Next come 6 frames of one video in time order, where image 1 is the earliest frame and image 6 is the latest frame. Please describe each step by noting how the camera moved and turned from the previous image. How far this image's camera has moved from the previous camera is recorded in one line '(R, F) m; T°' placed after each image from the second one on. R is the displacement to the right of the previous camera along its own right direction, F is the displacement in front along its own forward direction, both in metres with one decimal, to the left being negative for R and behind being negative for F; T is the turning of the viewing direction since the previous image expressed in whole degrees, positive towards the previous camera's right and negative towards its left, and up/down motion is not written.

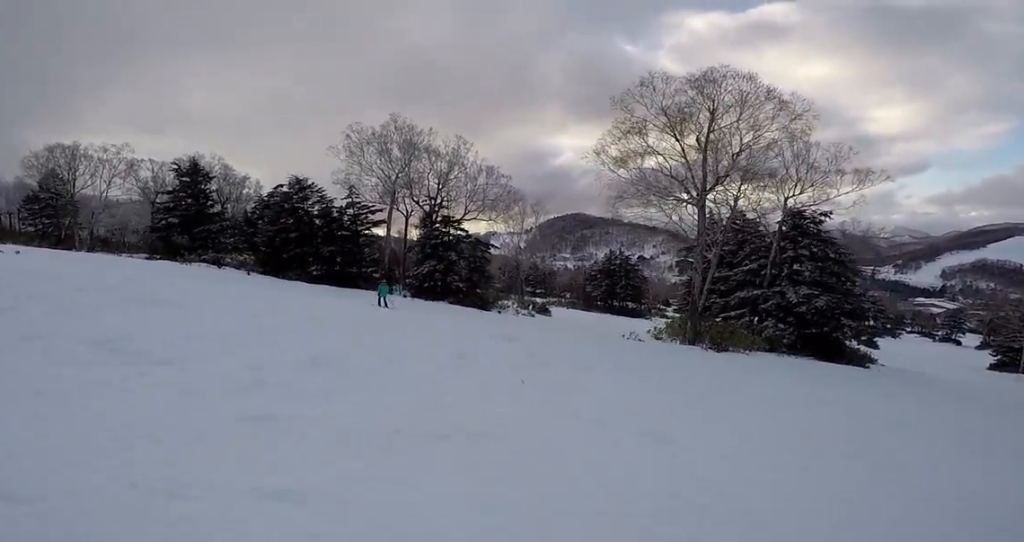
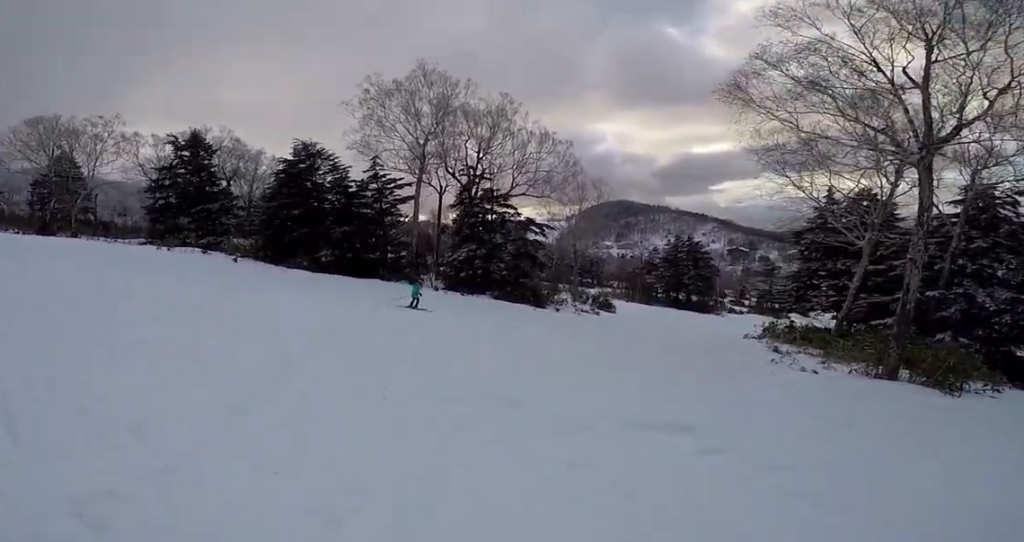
(+0.6, +7.9) m; -17°
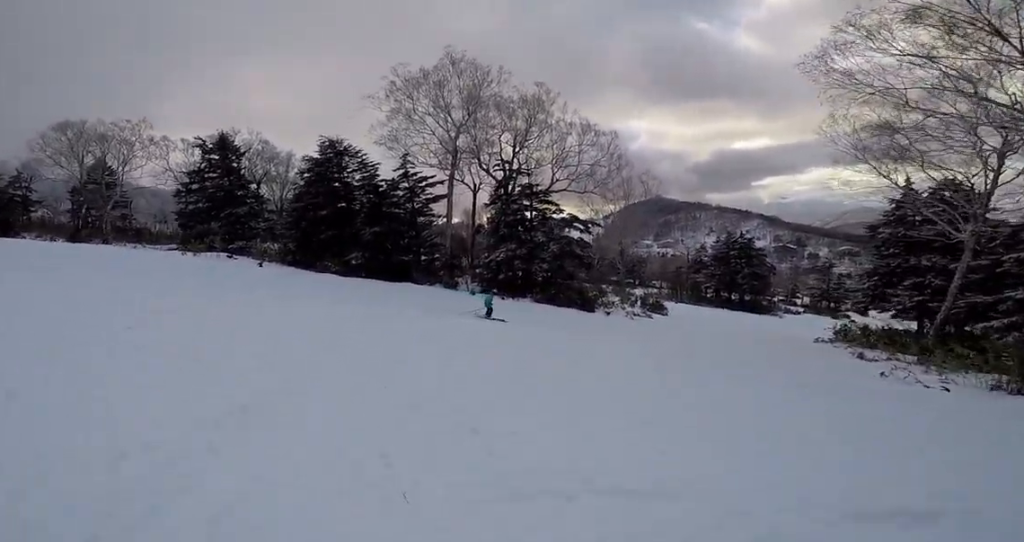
(-0.3, +2.0) m; +2°
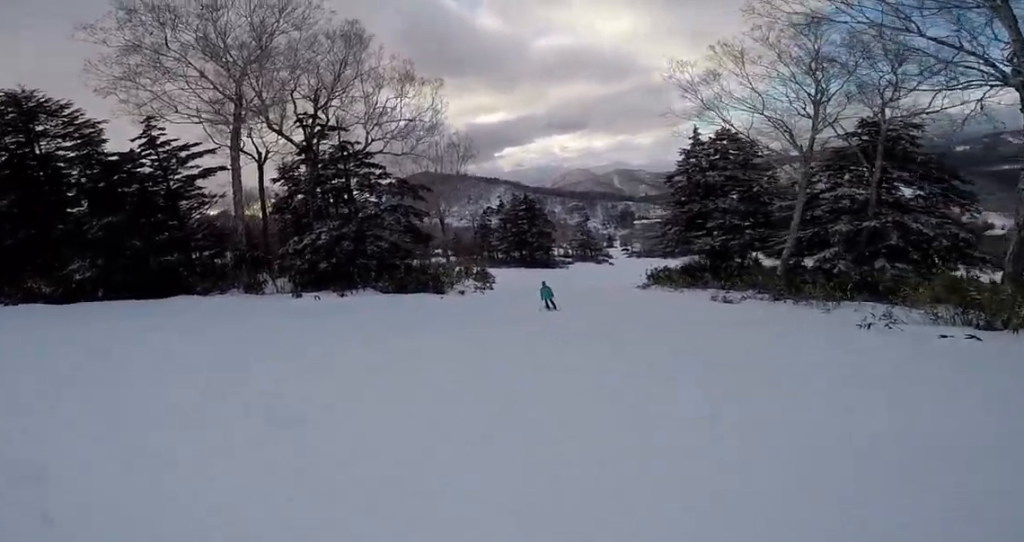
(+0.1, +8.2) m; -3°
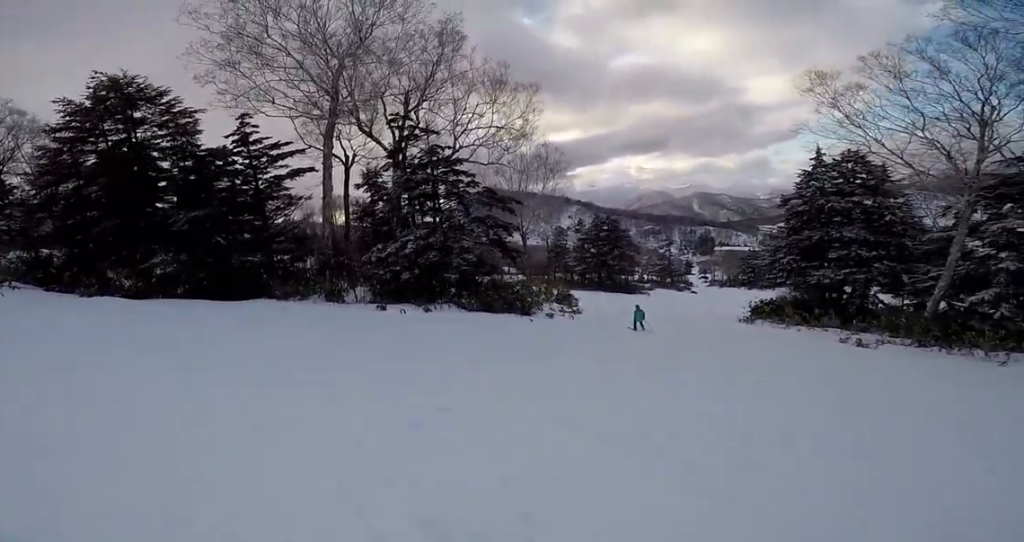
(0.0, +2.8) m; +7°
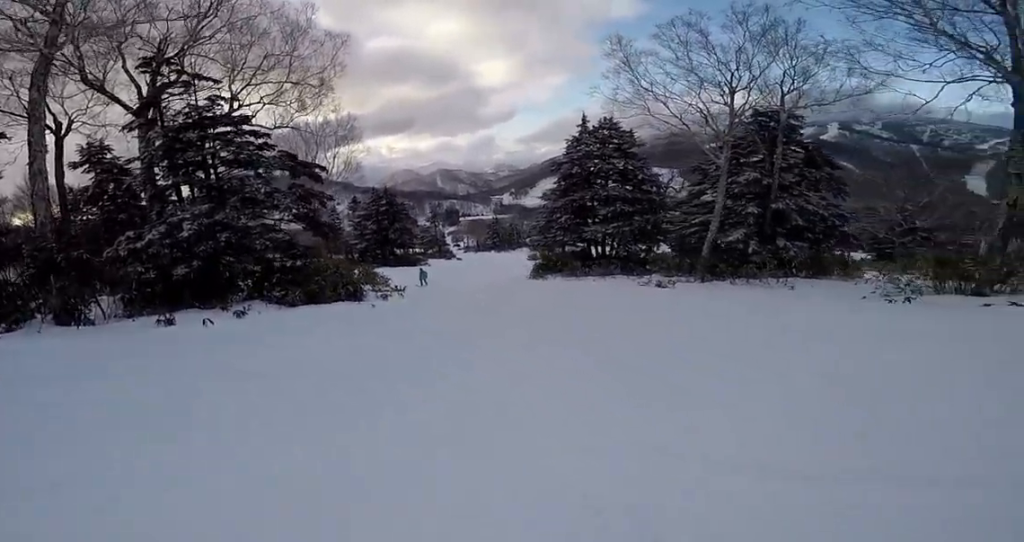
(+1.5, +5.2) m; +52°
